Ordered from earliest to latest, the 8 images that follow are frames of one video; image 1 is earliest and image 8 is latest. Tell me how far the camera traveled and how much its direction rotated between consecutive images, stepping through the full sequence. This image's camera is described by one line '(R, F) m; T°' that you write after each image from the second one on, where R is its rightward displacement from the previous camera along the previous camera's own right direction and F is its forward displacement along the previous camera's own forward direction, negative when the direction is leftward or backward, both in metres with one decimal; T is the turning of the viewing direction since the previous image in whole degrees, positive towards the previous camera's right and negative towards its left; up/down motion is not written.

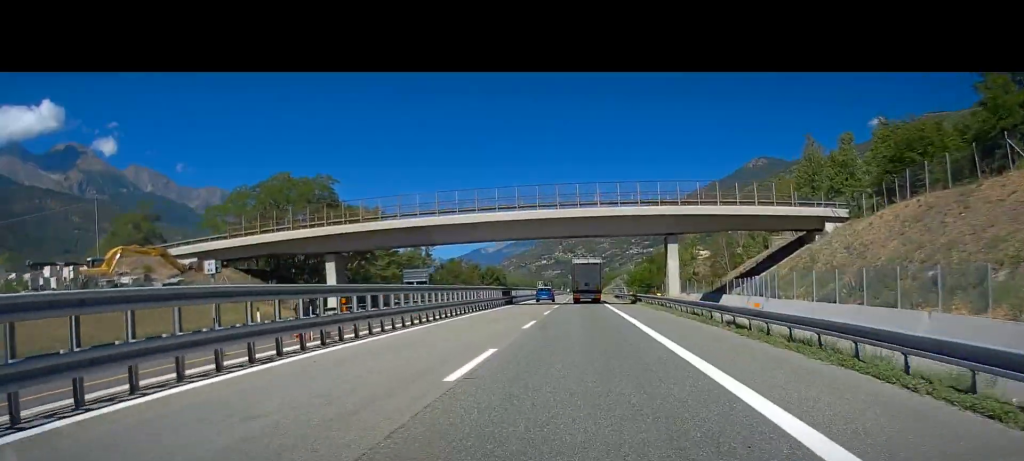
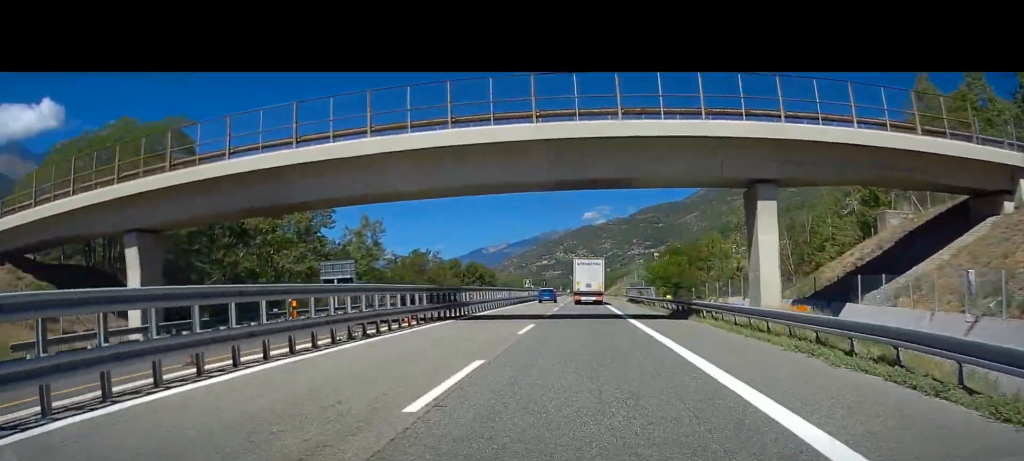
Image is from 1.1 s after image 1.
(+2.0, +26.3) m; +4°
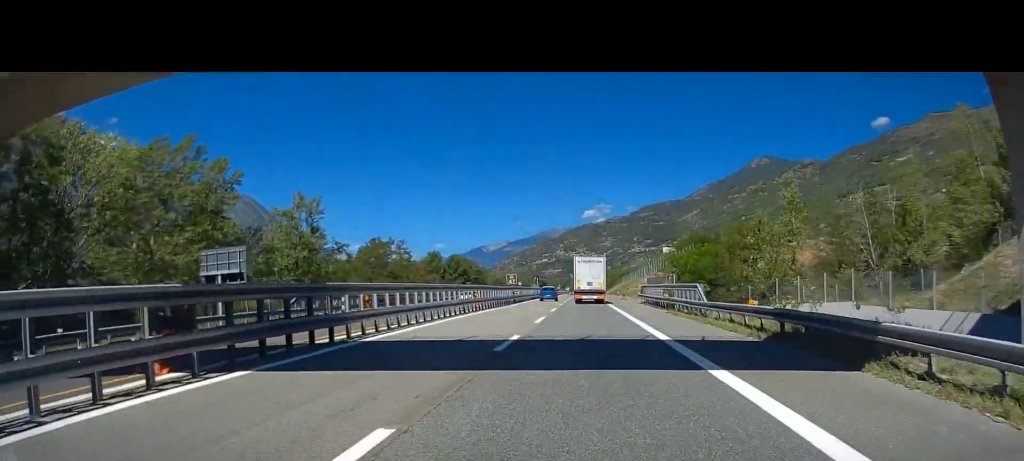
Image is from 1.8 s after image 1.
(0.0, +18.0) m; 0°
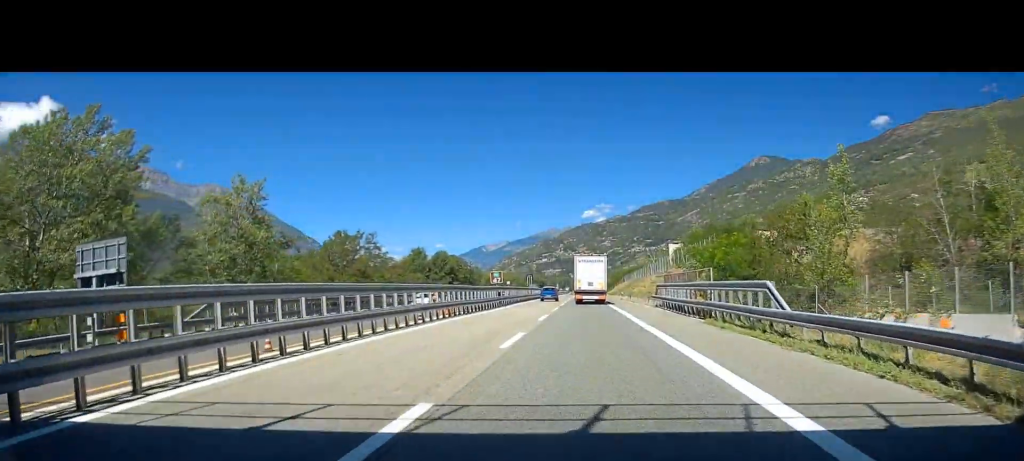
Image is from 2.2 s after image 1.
(0.0, +10.3) m; 0°
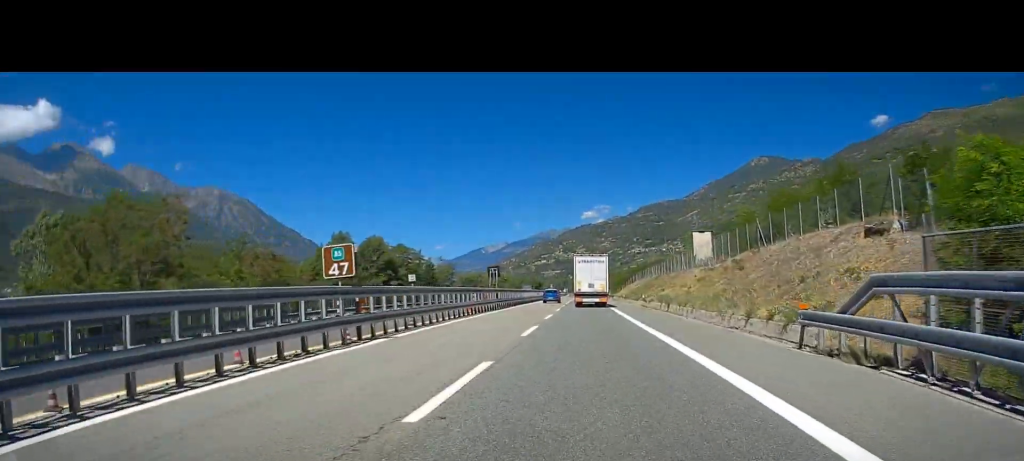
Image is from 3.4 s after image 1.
(-0.4, +30.0) m; -1°
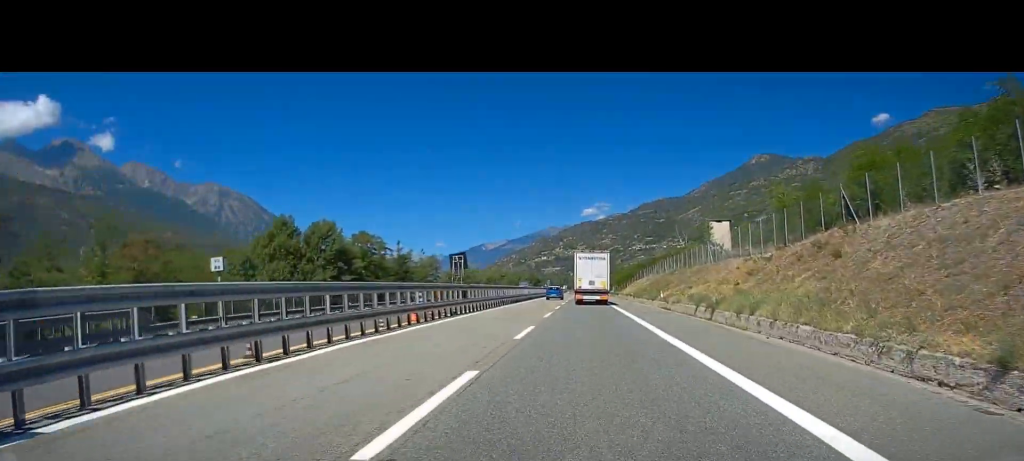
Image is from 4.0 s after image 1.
(0.0, +12.0) m; 0°
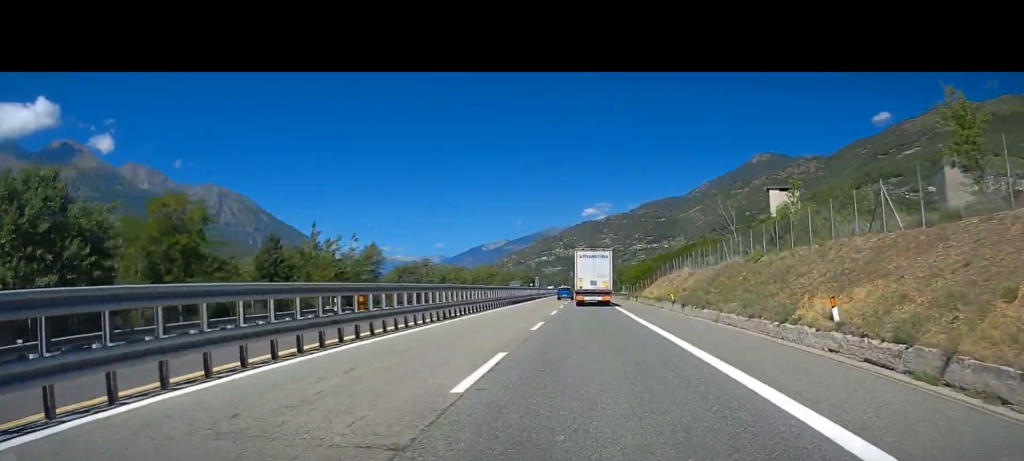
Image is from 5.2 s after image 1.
(+0.3, +26.1) m; +1°
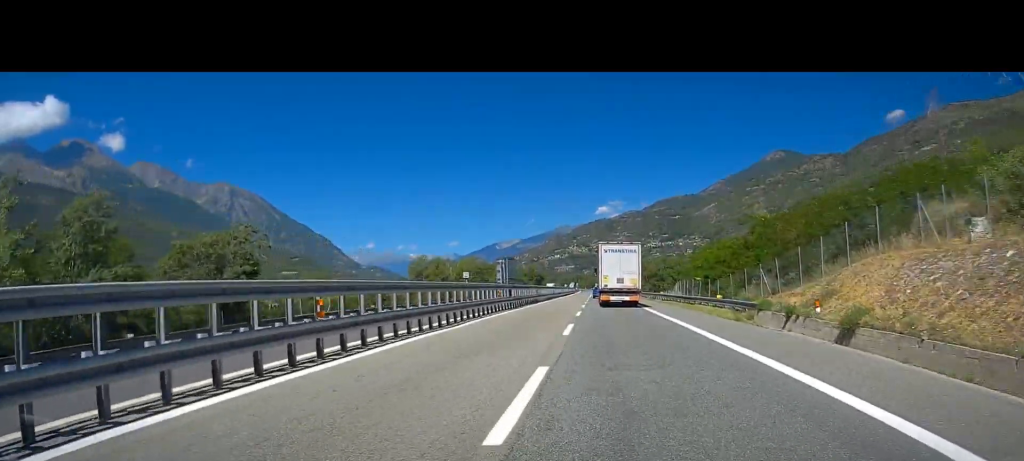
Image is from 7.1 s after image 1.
(-0.1, +44.2) m; 0°
